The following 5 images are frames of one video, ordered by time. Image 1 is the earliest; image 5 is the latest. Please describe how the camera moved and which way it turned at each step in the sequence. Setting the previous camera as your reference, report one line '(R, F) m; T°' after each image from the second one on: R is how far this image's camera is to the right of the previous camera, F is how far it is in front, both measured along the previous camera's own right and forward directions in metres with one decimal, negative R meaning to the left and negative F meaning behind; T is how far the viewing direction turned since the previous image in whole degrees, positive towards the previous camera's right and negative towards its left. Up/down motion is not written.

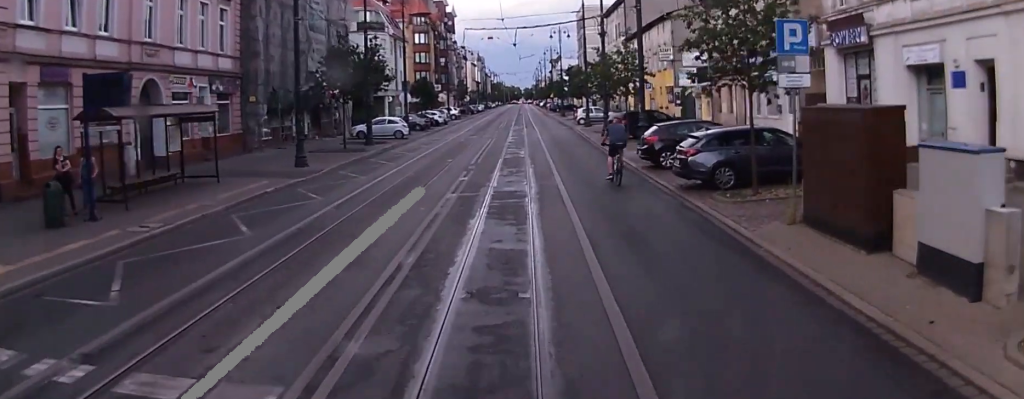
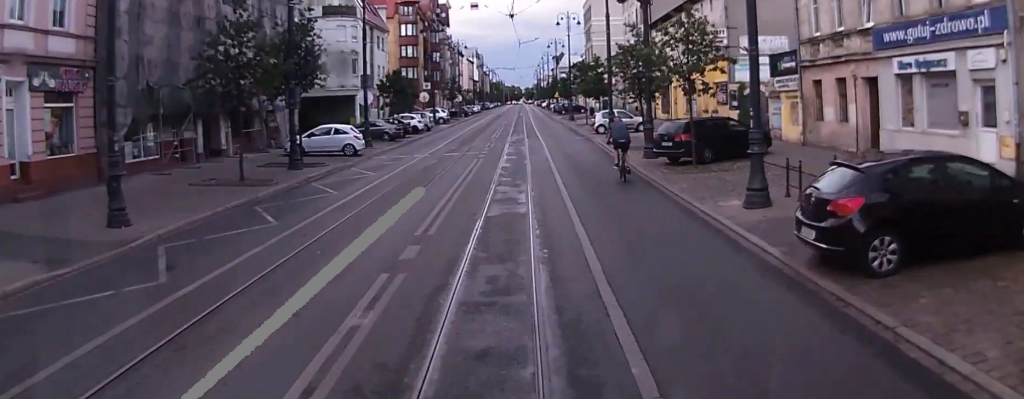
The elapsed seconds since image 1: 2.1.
(-0.2, +13.6) m; -3°
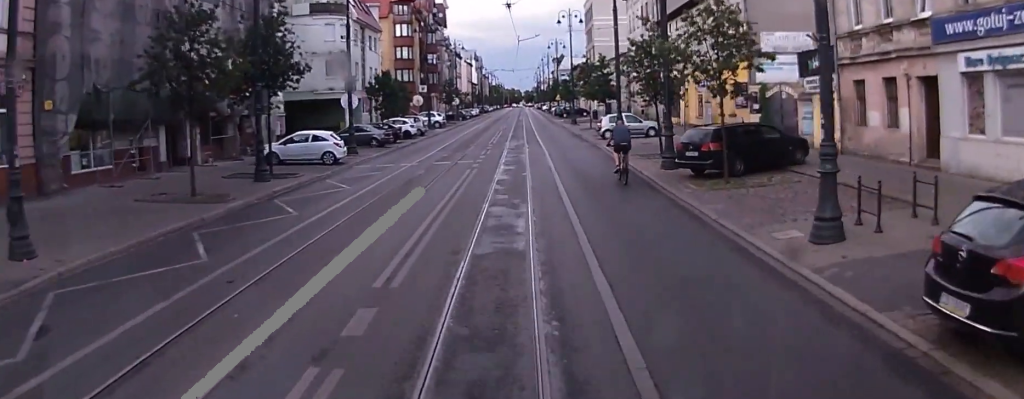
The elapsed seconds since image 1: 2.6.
(0.0, +3.4) m; -1°
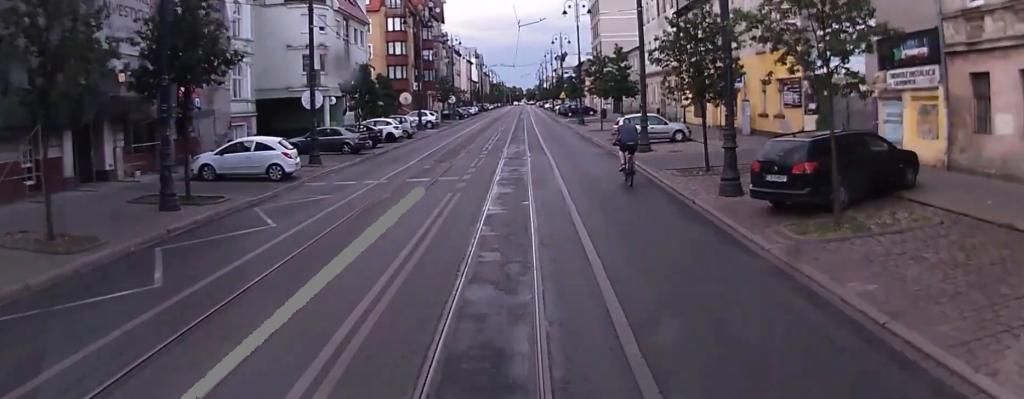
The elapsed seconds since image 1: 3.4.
(-0.2, +6.3) m; +1°
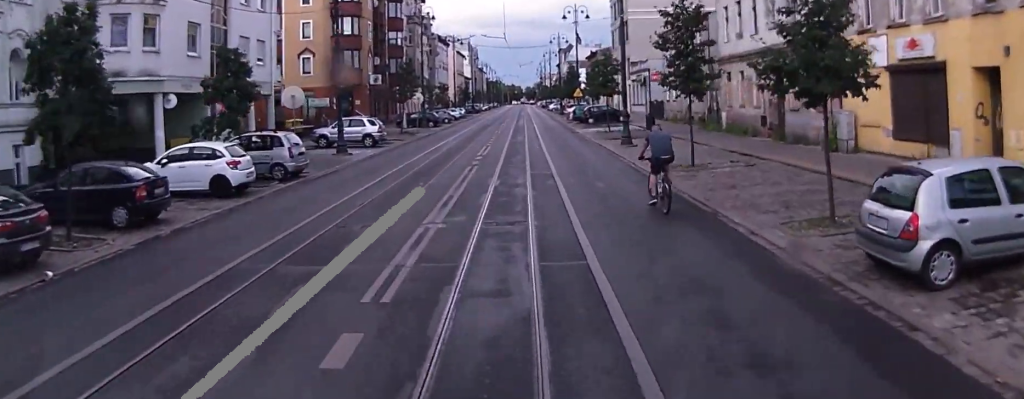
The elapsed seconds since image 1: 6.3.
(+1.8, +25.4) m; +1°
